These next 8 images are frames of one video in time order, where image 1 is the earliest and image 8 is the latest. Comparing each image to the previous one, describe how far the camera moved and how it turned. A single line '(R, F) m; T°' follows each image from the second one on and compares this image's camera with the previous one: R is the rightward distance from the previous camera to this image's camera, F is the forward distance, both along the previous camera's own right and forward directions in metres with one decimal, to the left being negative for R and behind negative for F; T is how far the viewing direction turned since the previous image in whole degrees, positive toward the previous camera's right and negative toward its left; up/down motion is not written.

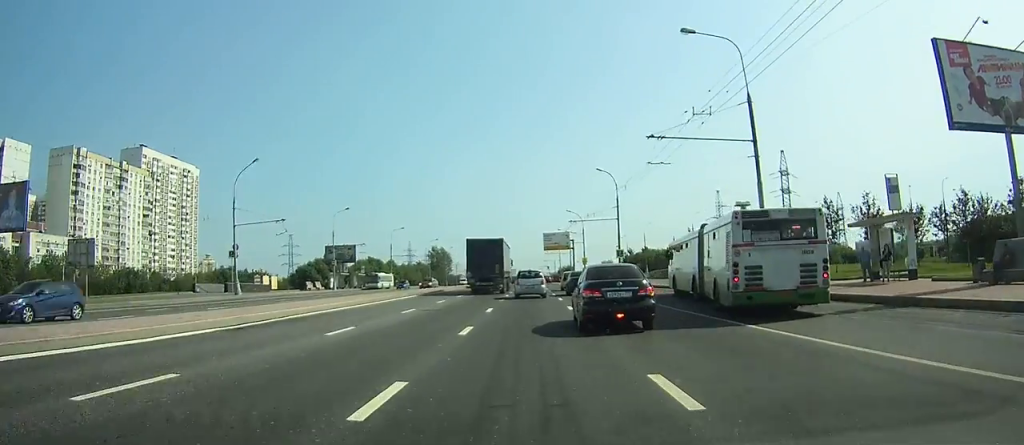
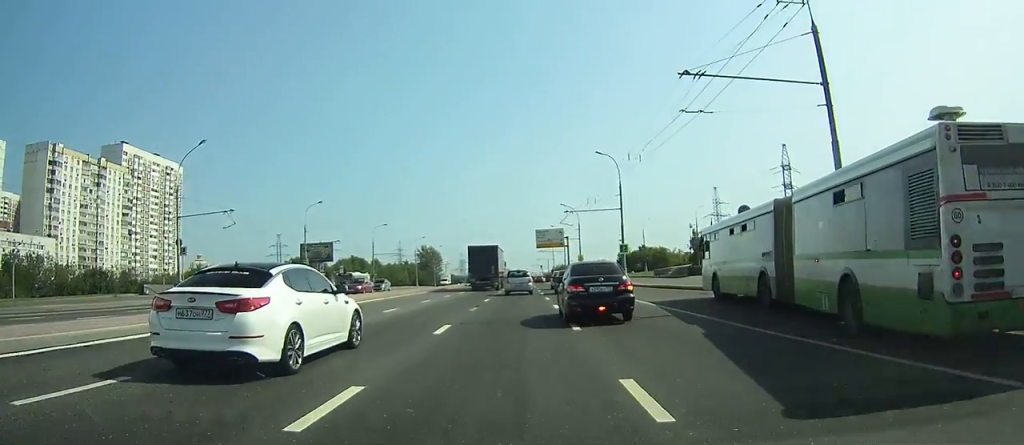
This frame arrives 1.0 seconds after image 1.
(0.0, +7.9) m; +1°
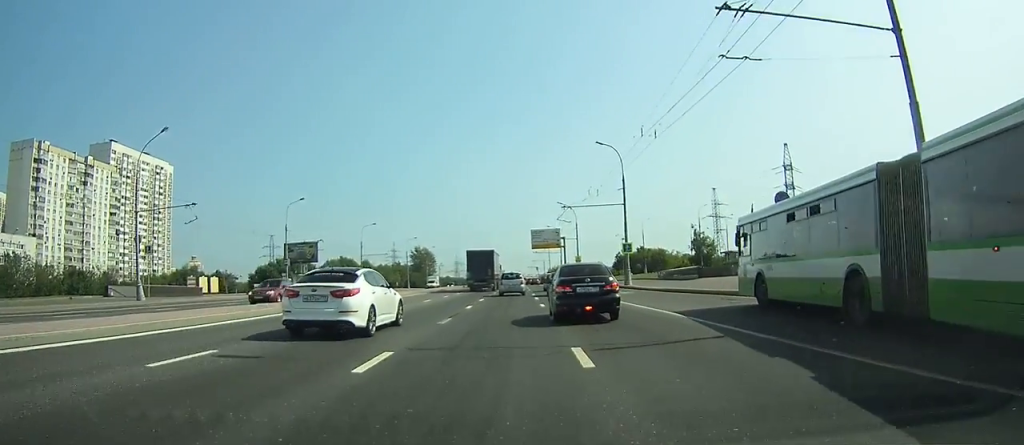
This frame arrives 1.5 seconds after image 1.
(+0.1, +4.8) m; 0°
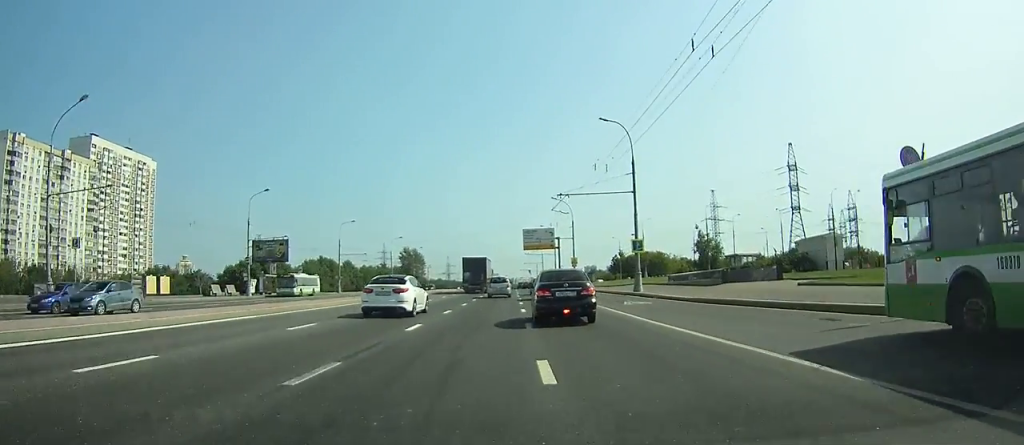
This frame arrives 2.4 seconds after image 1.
(0.0, +8.7) m; 0°
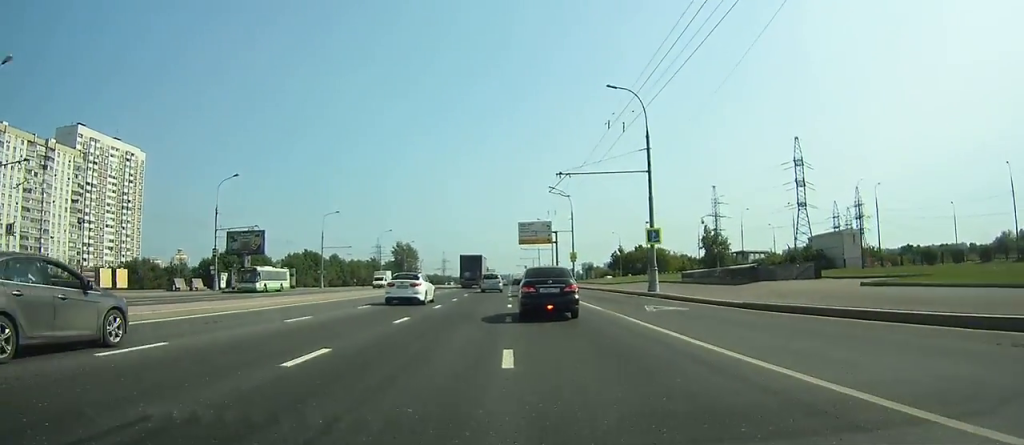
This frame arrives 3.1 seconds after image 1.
(0.0, +6.8) m; 0°
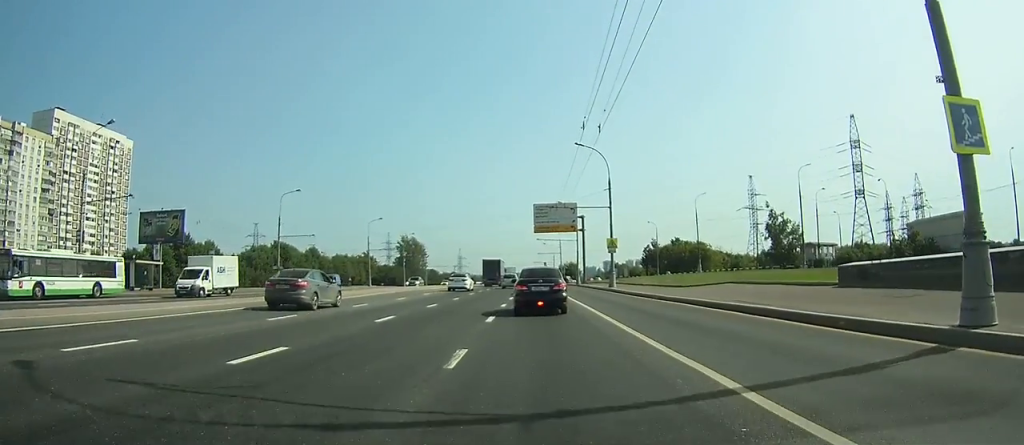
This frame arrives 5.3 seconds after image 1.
(-0.1, +24.1) m; -1°
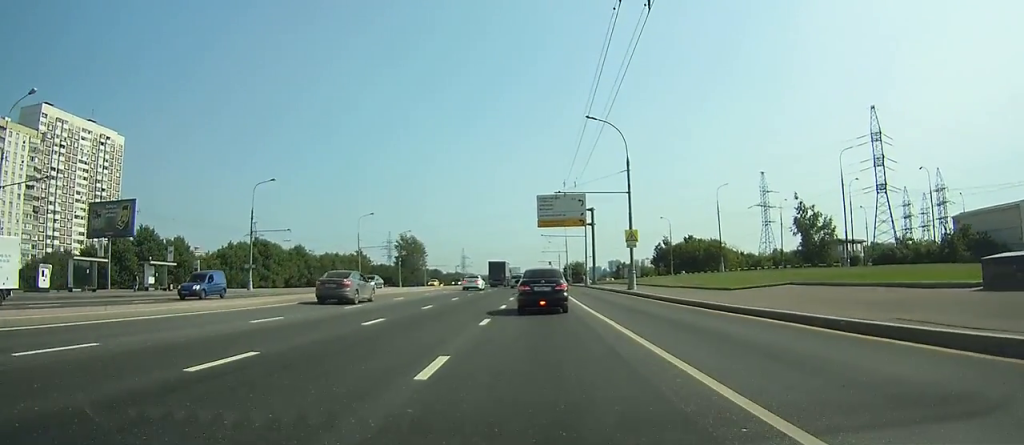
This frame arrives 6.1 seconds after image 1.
(0.0, +9.0) m; -1°
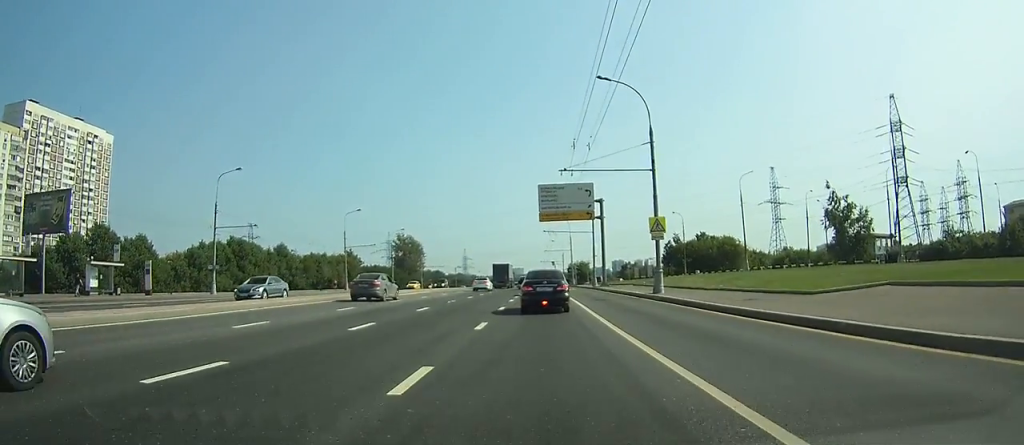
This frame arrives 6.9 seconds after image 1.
(0.0, +8.8) m; -1°
